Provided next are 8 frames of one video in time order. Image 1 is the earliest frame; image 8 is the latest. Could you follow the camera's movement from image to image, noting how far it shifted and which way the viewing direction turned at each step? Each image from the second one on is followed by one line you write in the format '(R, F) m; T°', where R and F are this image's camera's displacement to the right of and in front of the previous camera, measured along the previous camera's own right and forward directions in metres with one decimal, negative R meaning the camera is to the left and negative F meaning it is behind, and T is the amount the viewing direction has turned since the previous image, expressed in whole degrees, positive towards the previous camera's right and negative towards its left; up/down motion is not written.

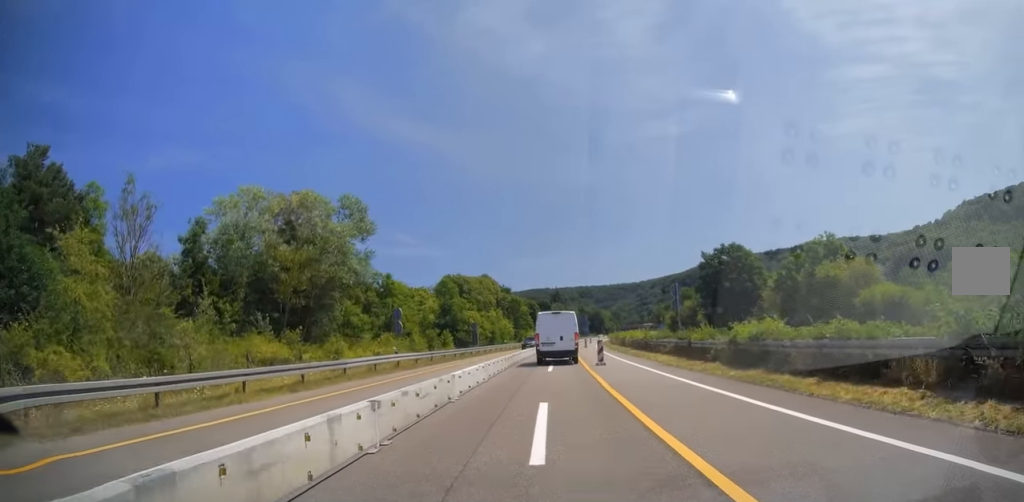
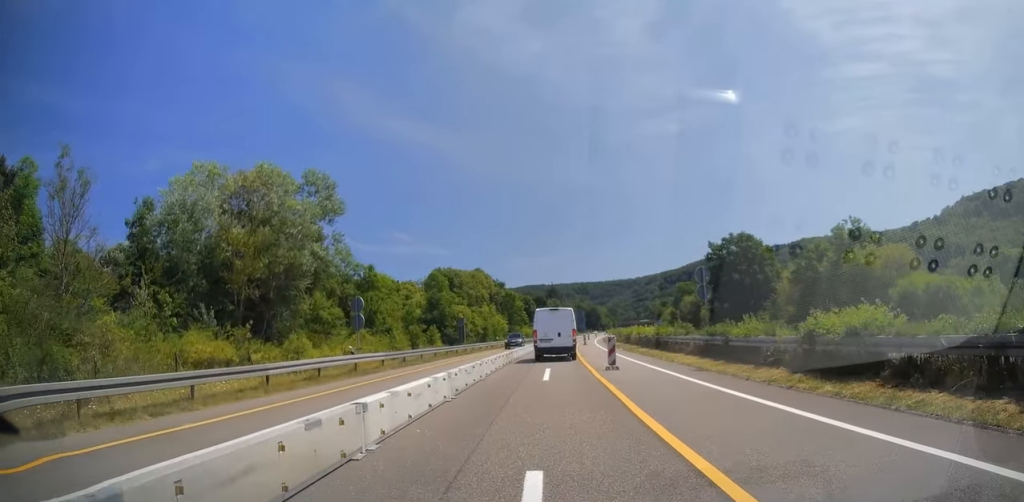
(+0.2, +6.5) m; +1°
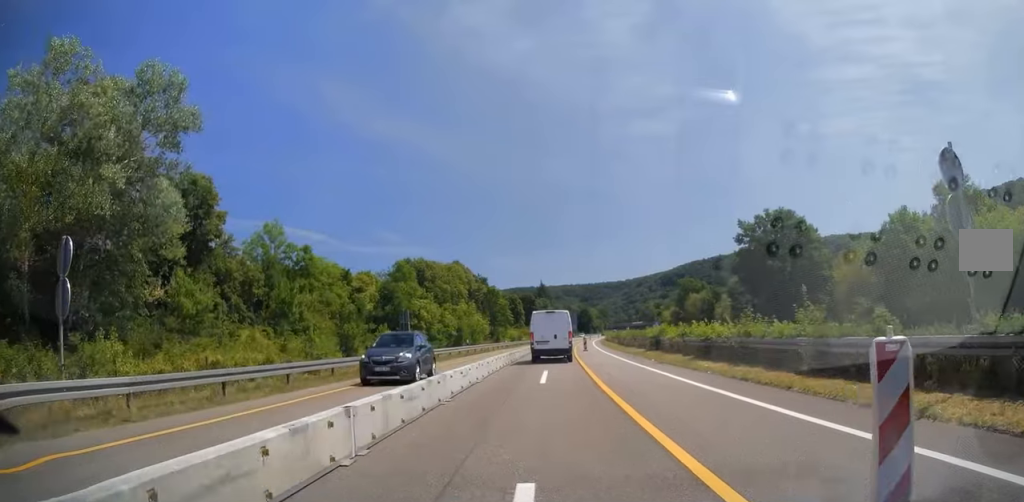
(+0.3, +18.4) m; +1°
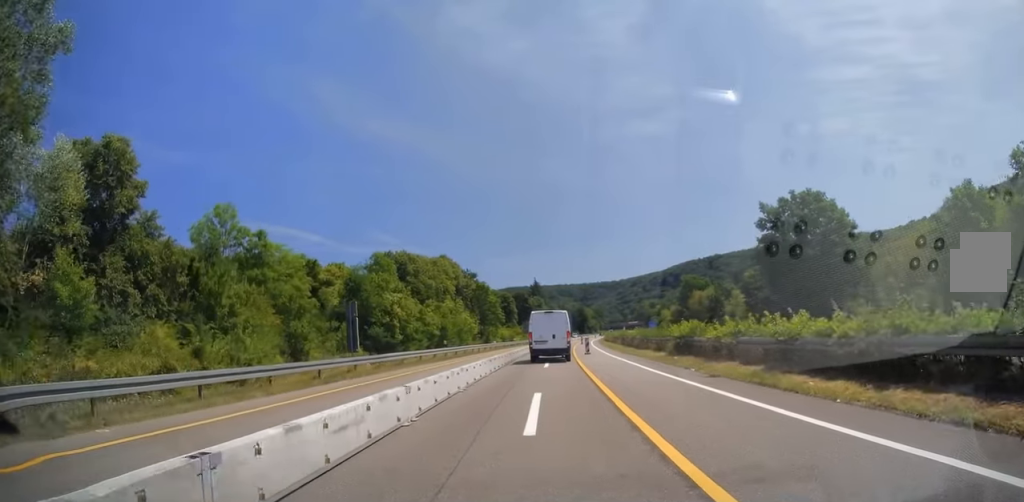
(0.0, +9.1) m; 0°
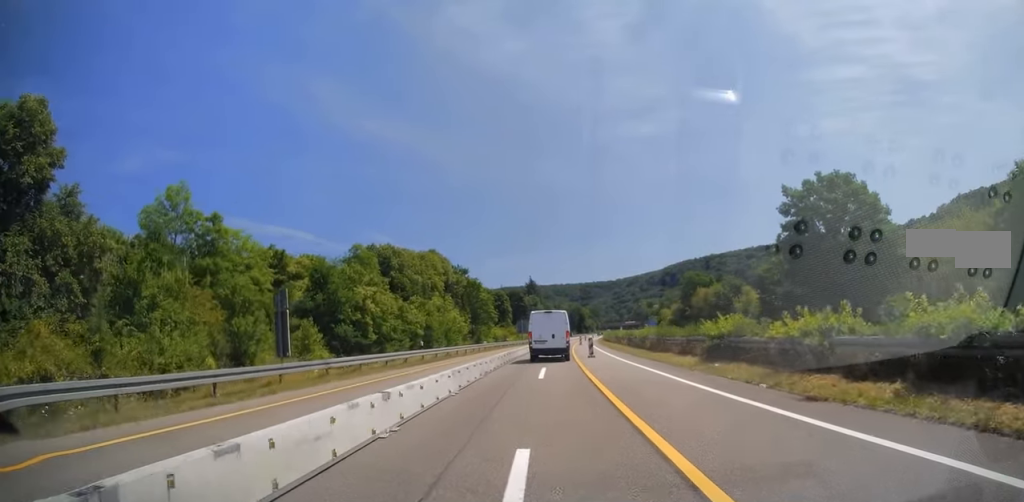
(0.0, +7.1) m; 0°
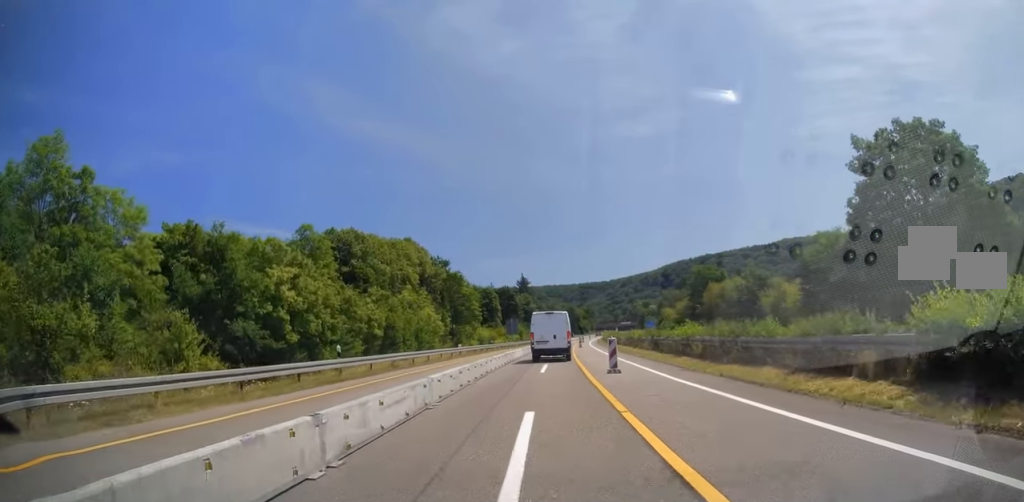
(0.0, +14.5) m; +1°
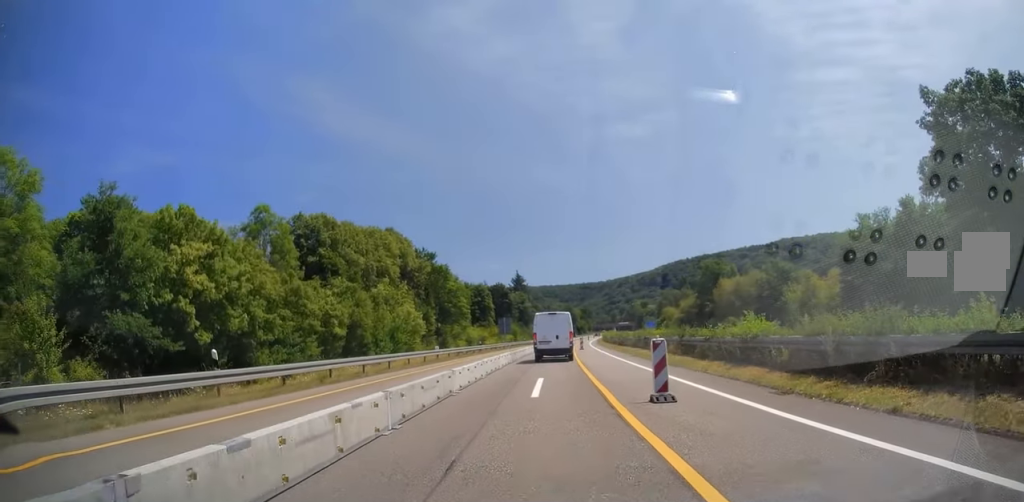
(0.0, +9.2) m; +1°
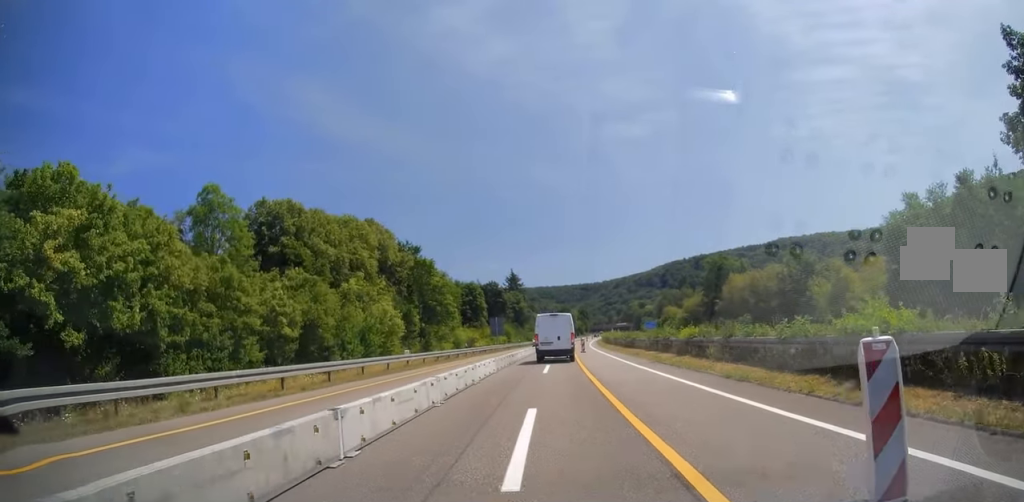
(+0.2, +8.1) m; 0°
